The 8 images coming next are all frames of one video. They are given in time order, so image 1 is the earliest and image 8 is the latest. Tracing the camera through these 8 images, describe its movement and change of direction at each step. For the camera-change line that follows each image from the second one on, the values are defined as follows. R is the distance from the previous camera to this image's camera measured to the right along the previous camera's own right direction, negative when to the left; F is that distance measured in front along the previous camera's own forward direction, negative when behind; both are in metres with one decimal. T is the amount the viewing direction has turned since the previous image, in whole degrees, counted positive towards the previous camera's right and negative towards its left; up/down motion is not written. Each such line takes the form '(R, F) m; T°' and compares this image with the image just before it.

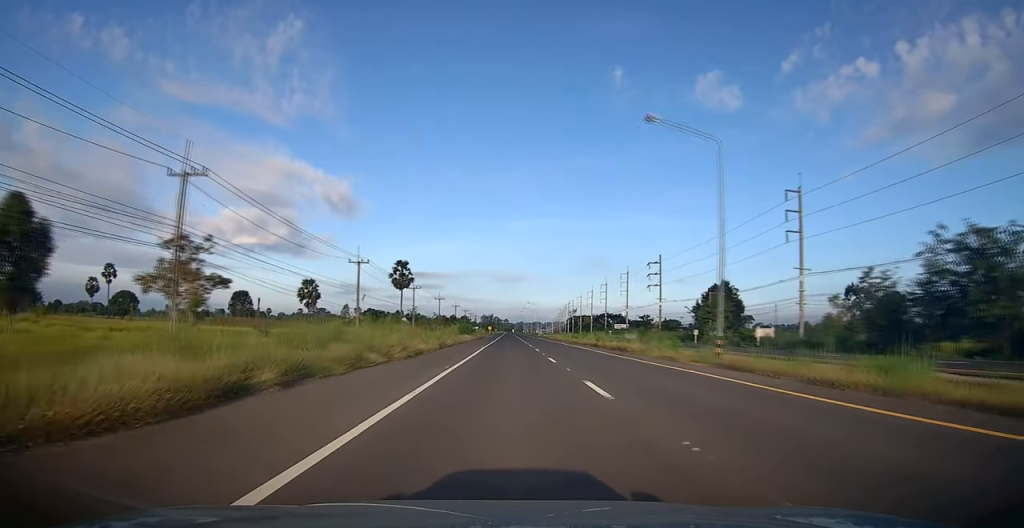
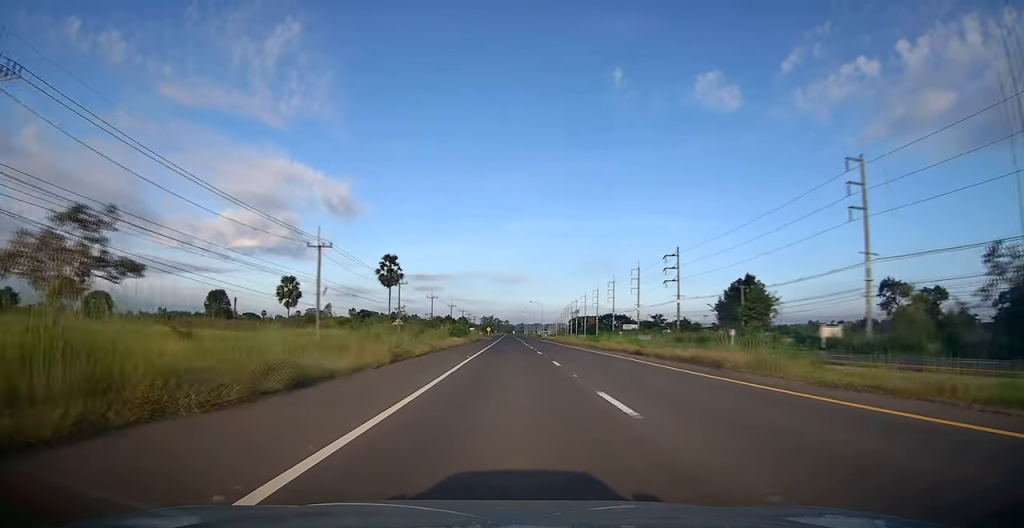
(+0.1, +14.2) m; 0°
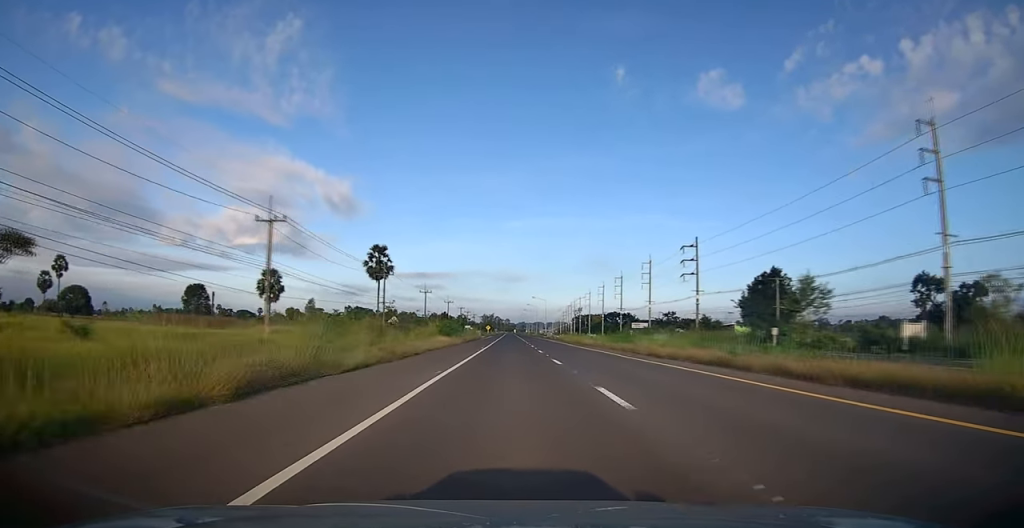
(0.0, +12.0) m; -1°
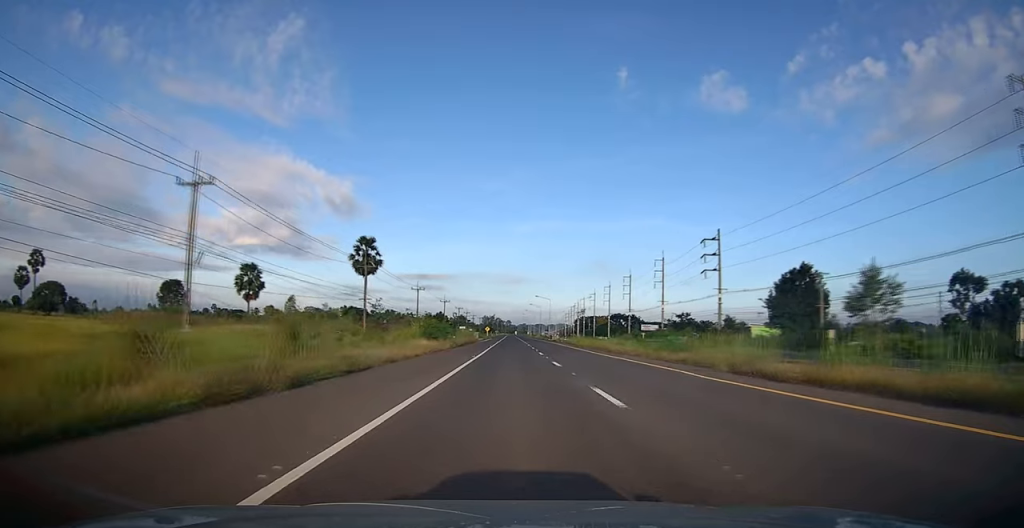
(-0.1, +11.3) m; 0°
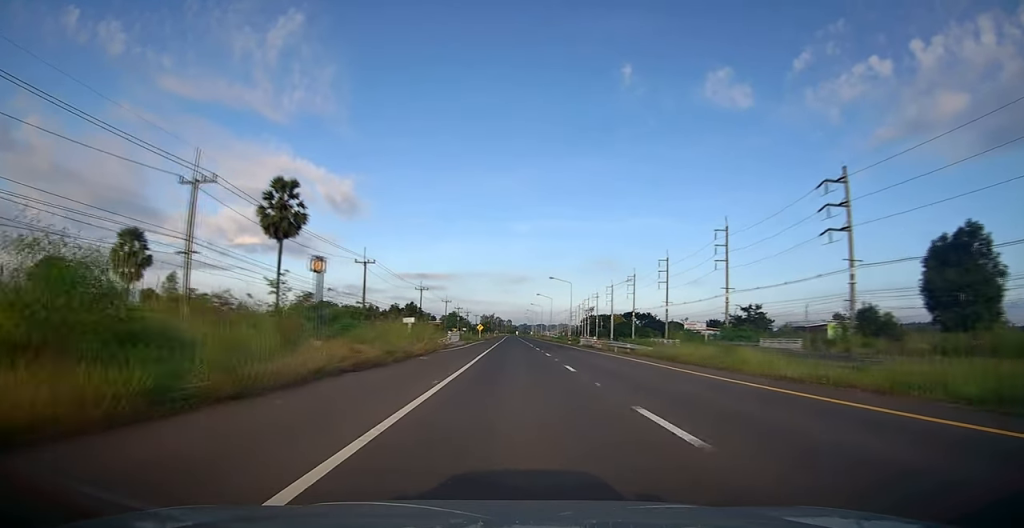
(+0.1, +39.7) m; +1°
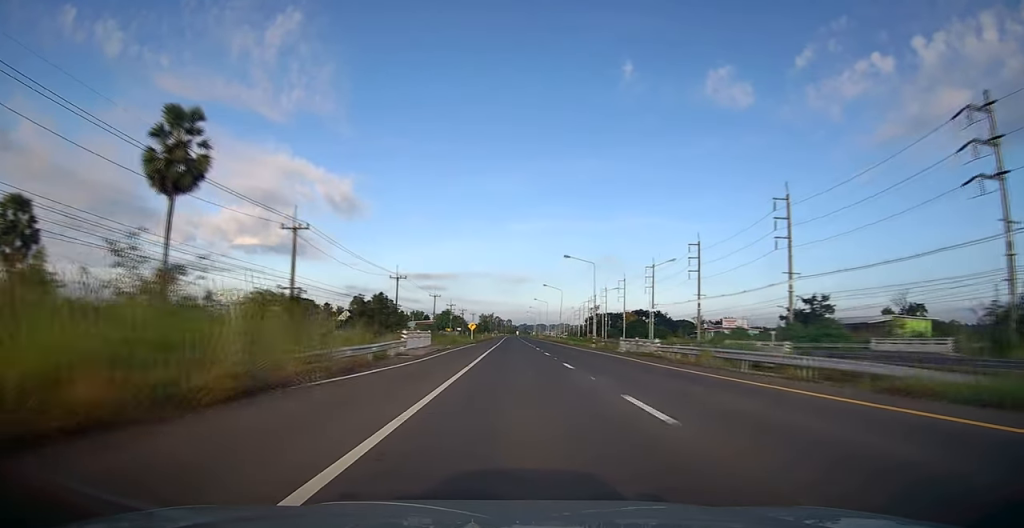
(0.0, +22.3) m; 0°
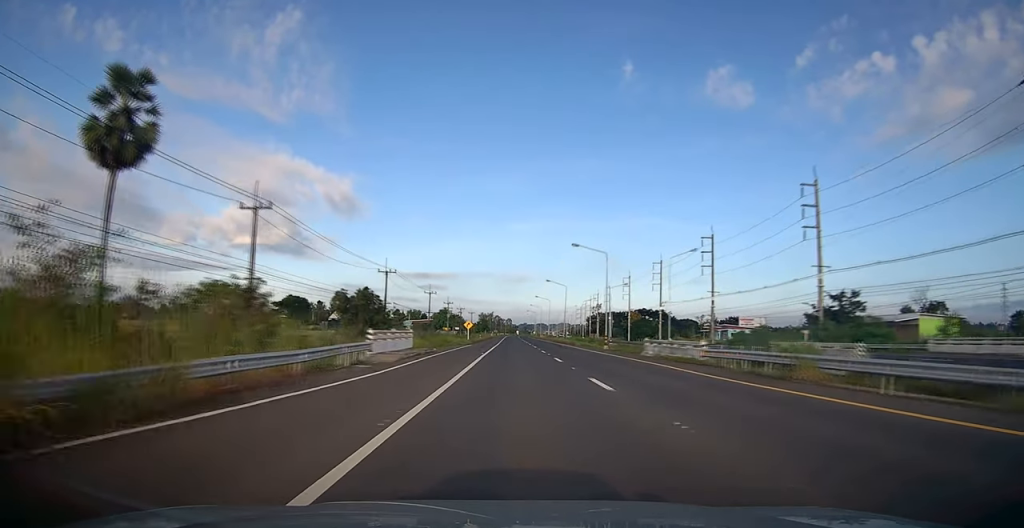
(0.0, +7.4) m; 0°
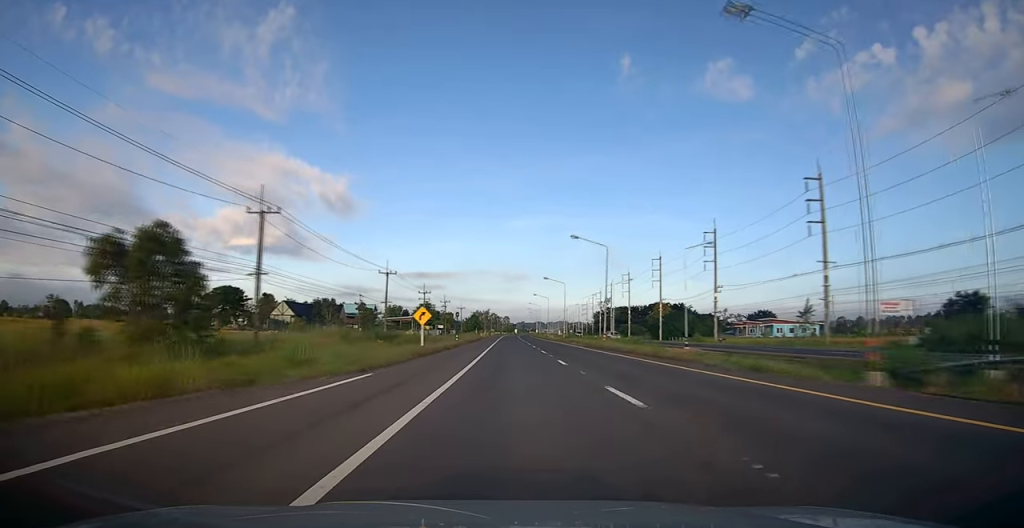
(+0.1, +38.9) m; -1°
